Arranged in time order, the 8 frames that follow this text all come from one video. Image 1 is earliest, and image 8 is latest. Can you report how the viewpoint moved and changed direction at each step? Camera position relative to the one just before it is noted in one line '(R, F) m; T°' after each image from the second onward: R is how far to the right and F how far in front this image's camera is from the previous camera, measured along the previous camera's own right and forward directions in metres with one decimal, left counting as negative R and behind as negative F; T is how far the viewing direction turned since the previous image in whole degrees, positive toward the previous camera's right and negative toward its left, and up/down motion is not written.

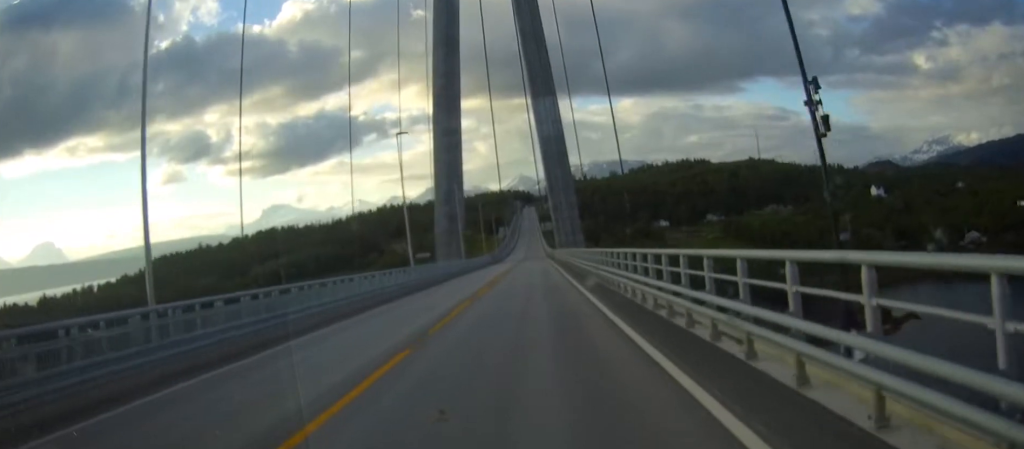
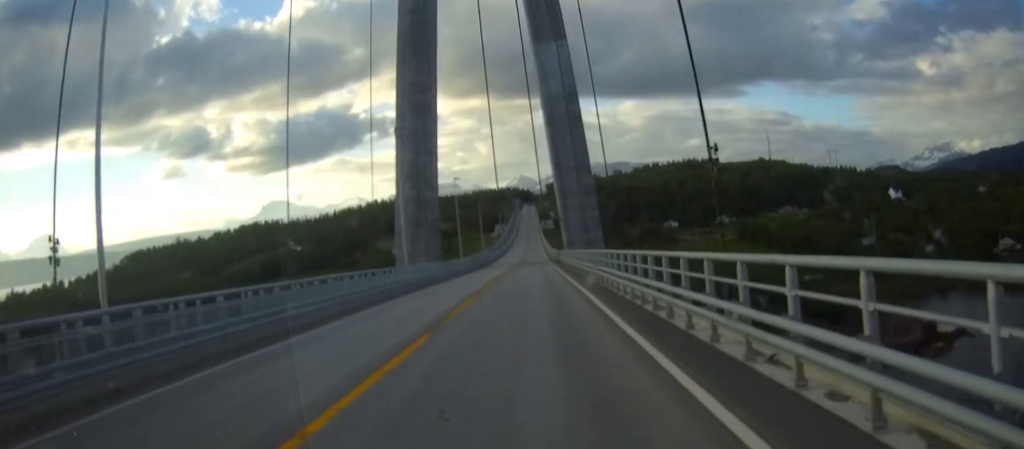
(-0.1, +33.9) m; 0°
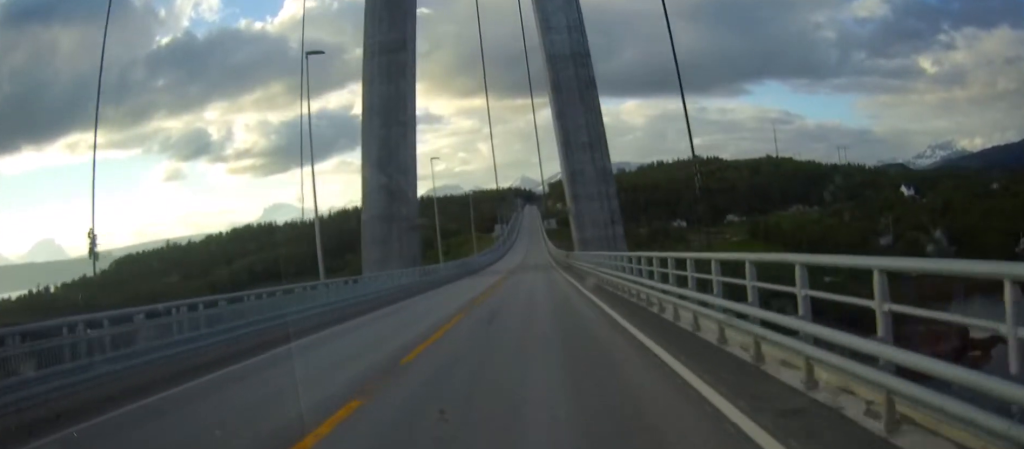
(0.0, +18.1) m; 0°
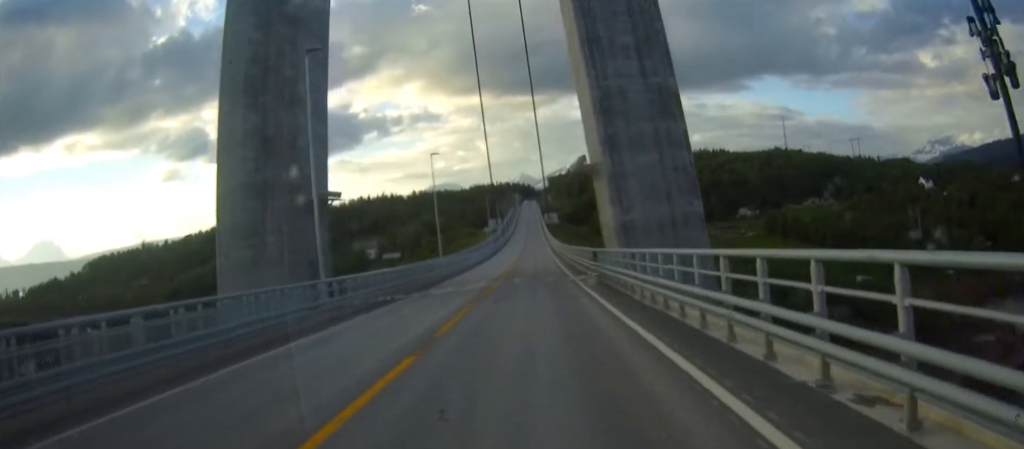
(0.0, +32.1) m; 0°
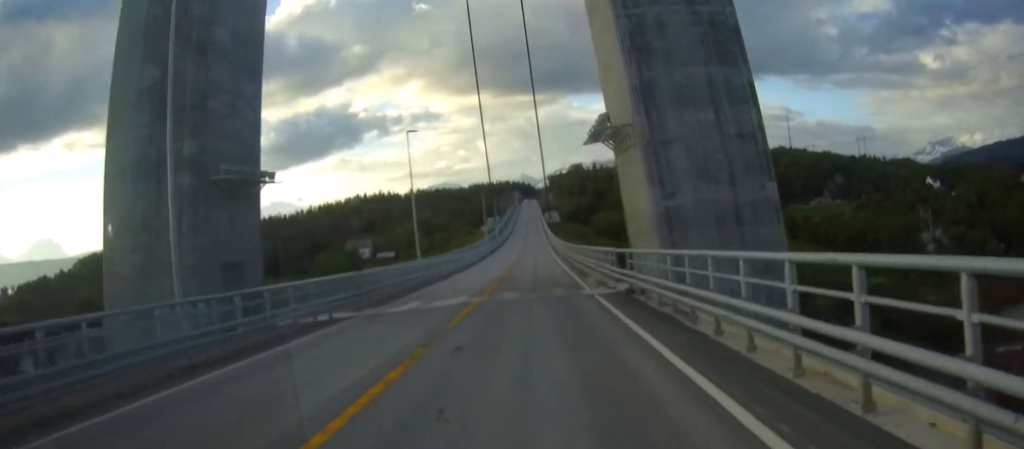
(0.0, +11.0) m; 0°
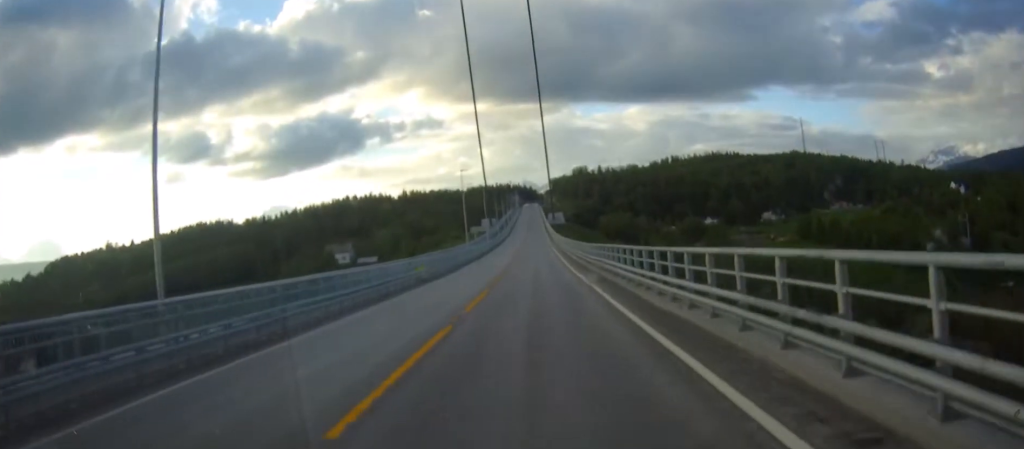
(+0.1, +32.8) m; 0°
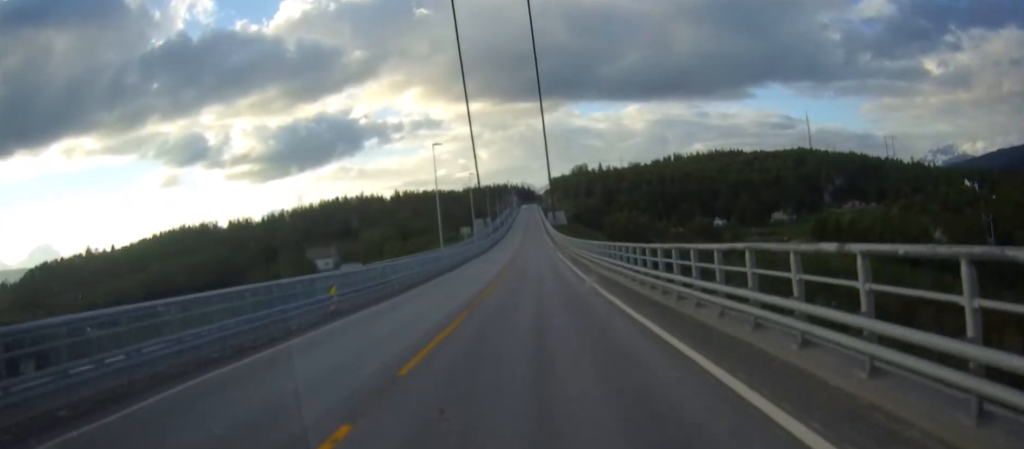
(-0.1, +20.3) m; 0°
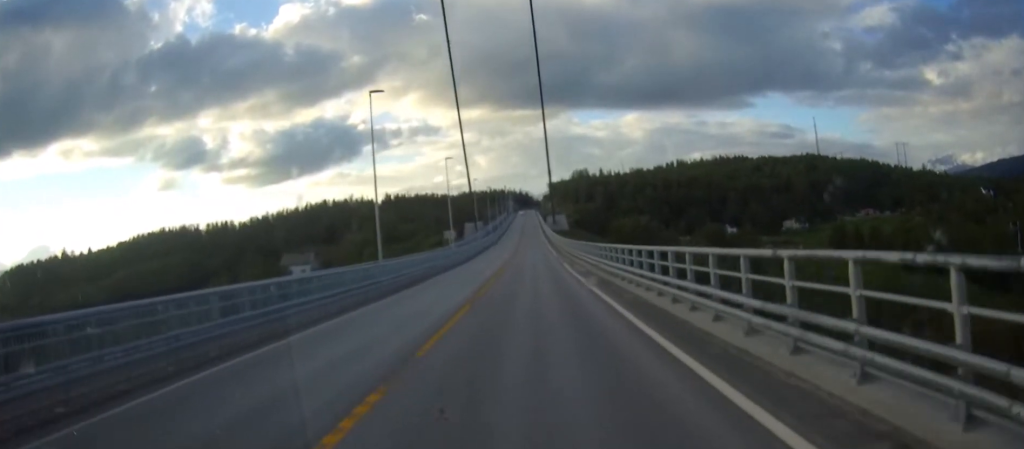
(0.0, +21.8) m; 0°
